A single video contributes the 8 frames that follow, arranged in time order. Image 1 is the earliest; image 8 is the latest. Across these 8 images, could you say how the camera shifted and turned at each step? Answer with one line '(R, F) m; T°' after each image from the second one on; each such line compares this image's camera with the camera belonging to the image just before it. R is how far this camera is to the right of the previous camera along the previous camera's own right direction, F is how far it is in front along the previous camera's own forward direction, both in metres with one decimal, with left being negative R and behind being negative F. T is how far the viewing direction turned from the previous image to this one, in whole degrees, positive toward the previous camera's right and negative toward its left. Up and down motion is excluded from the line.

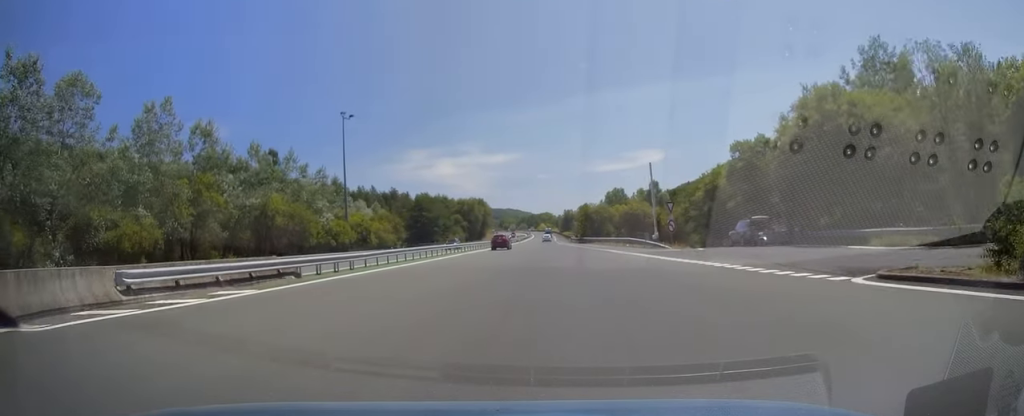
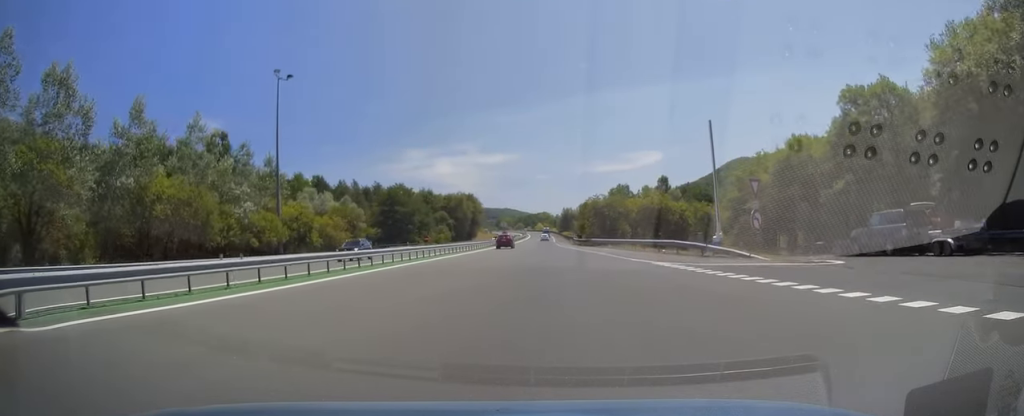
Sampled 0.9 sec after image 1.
(+0.1, +19.9) m; 0°
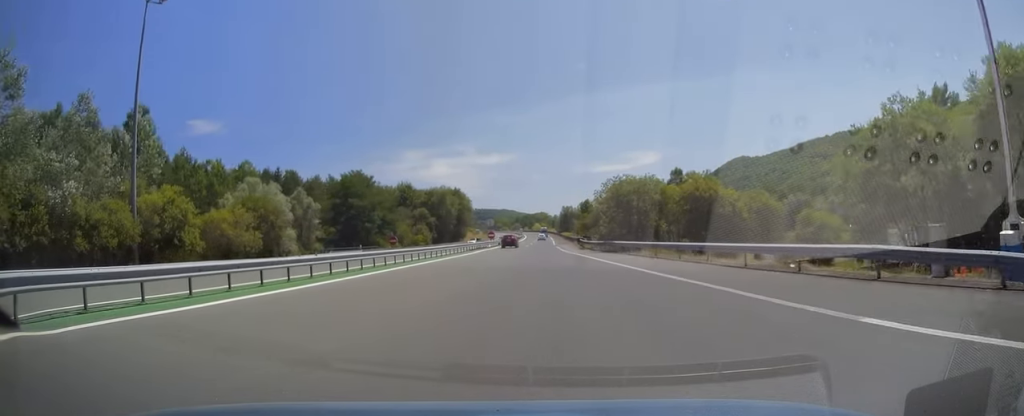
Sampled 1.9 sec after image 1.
(-0.1, +22.3) m; -1°
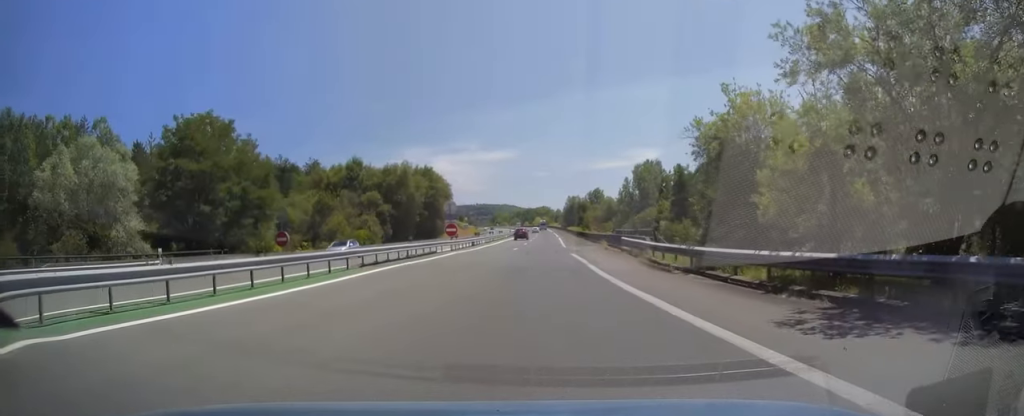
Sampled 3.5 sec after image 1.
(-0.3, +37.8) m; -1°
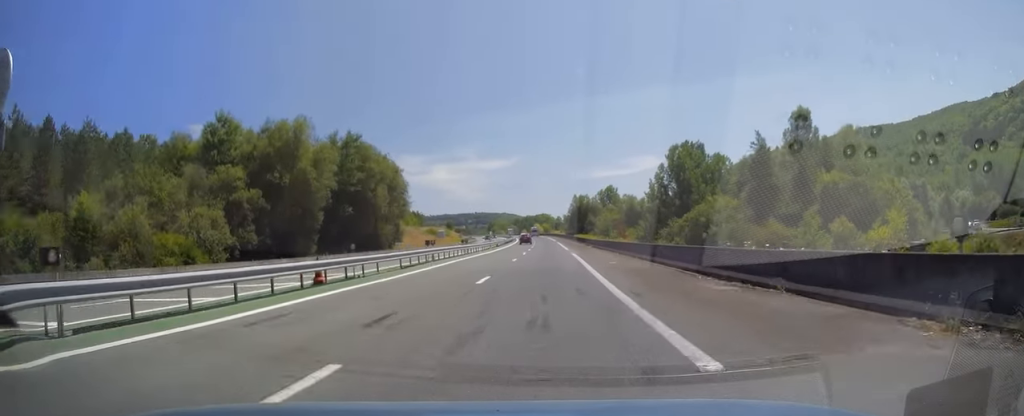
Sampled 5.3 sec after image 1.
(+0.4, +42.3) m; +1°
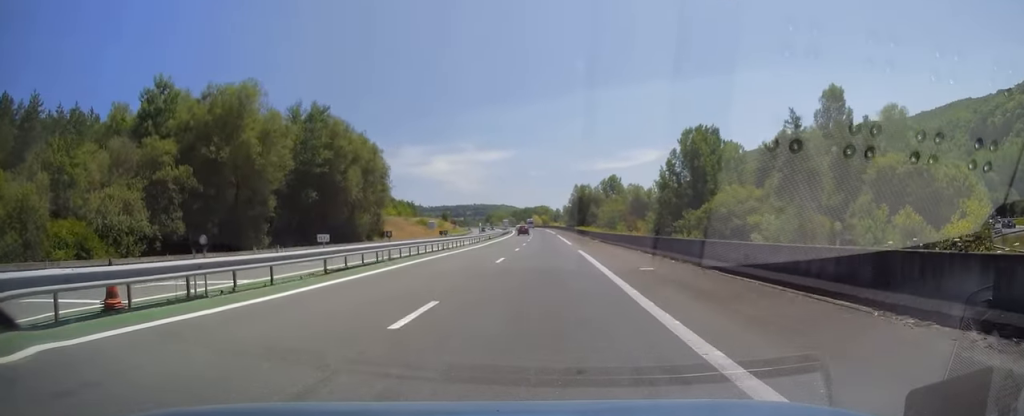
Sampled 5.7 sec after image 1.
(0.0, +10.2) m; 0°
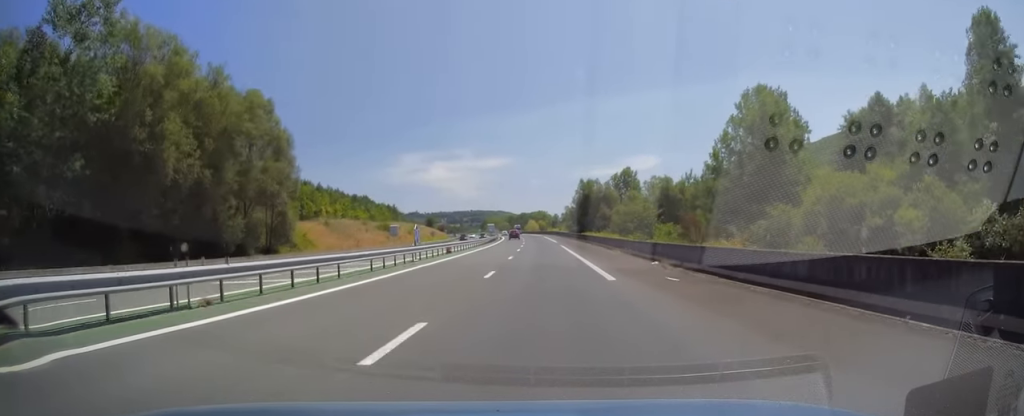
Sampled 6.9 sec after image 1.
(0.0, +31.0) m; 0°
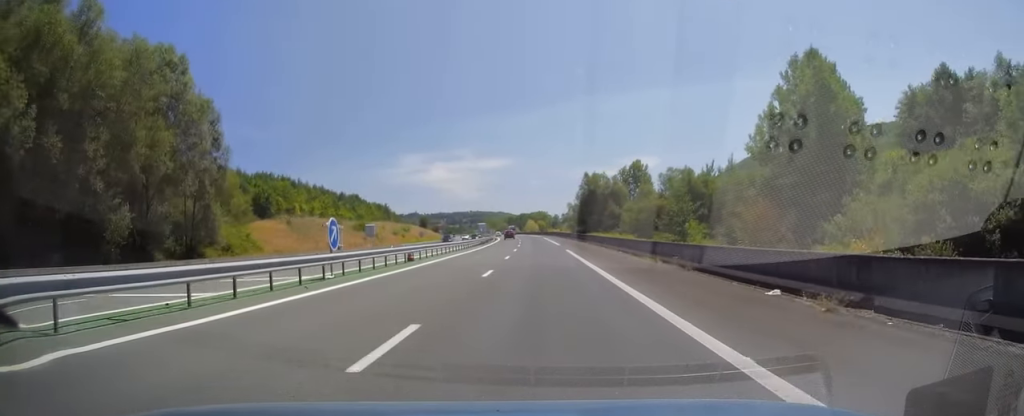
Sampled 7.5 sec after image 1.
(+0.1, +13.3) m; 0°
